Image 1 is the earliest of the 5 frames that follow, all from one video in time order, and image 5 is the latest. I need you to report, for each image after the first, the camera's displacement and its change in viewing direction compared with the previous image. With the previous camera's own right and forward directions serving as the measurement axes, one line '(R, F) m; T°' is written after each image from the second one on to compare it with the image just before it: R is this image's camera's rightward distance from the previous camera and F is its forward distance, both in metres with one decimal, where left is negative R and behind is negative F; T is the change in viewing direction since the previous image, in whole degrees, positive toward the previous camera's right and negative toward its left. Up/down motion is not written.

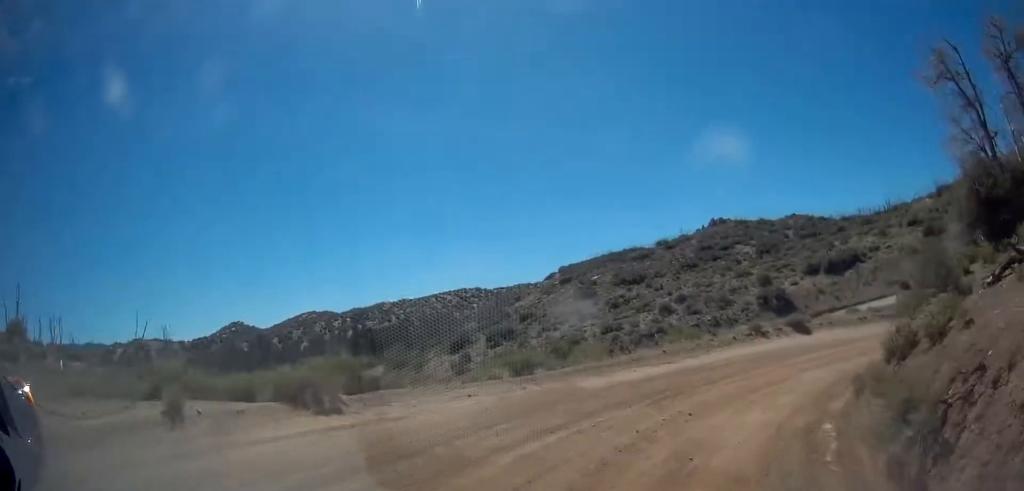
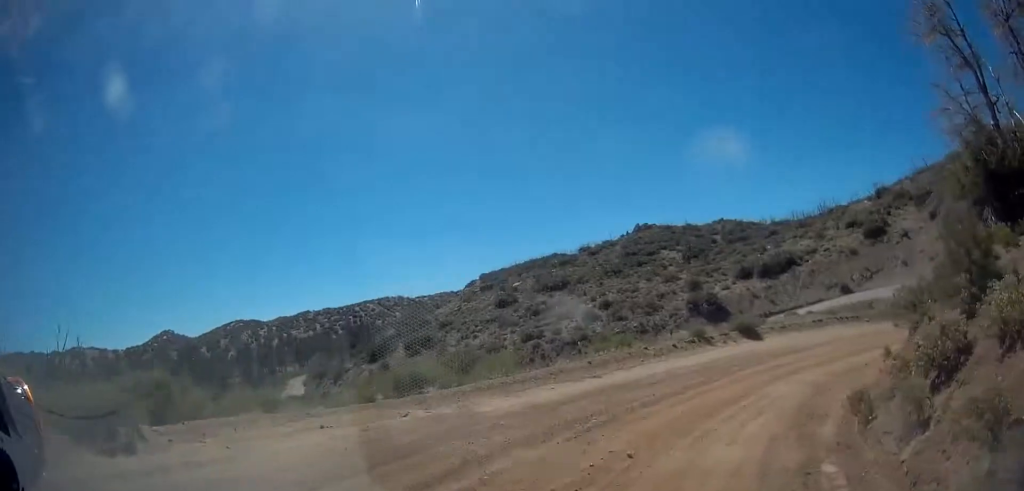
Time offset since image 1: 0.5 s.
(+0.1, +3.3) m; +8°
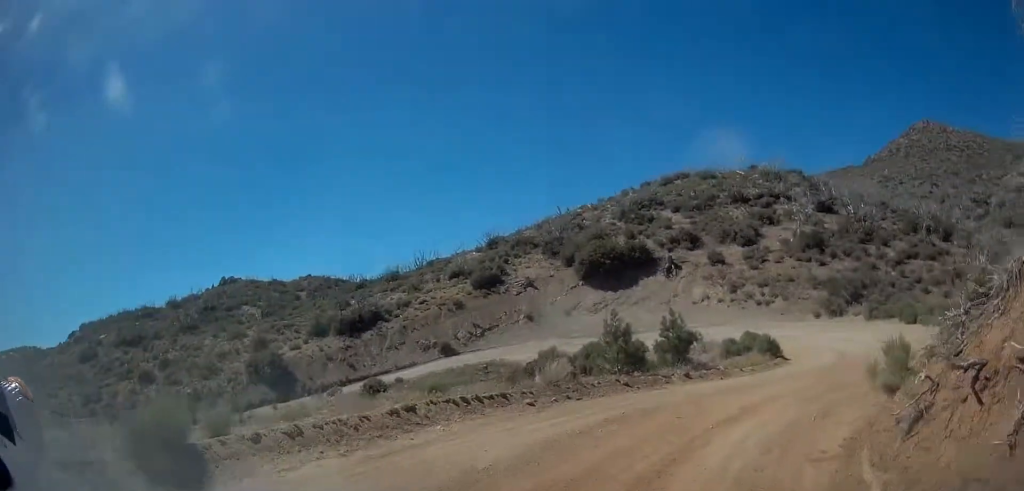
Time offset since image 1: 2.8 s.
(+5.1, +13.2) m; +45°
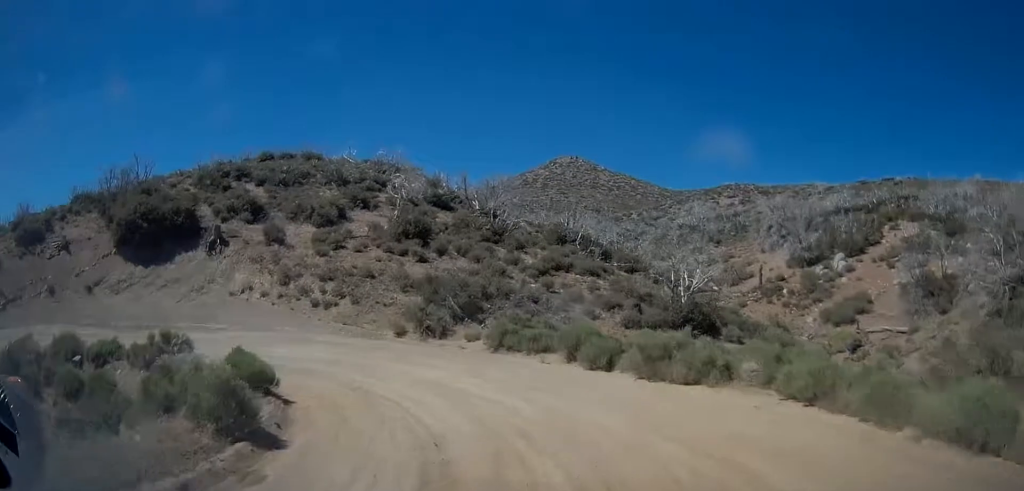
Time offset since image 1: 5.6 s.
(+5.6, +16.5) m; +29°
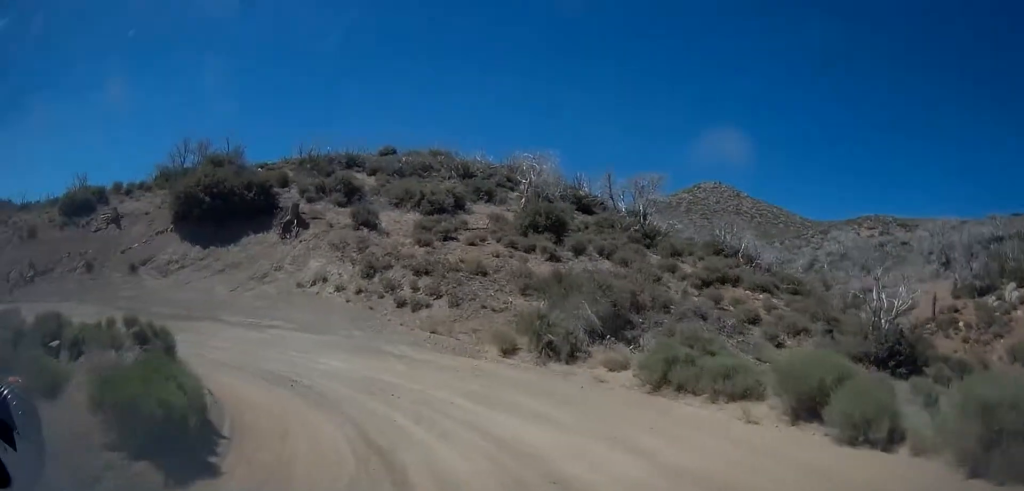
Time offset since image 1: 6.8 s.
(+0.6, +8.2) m; -4°
